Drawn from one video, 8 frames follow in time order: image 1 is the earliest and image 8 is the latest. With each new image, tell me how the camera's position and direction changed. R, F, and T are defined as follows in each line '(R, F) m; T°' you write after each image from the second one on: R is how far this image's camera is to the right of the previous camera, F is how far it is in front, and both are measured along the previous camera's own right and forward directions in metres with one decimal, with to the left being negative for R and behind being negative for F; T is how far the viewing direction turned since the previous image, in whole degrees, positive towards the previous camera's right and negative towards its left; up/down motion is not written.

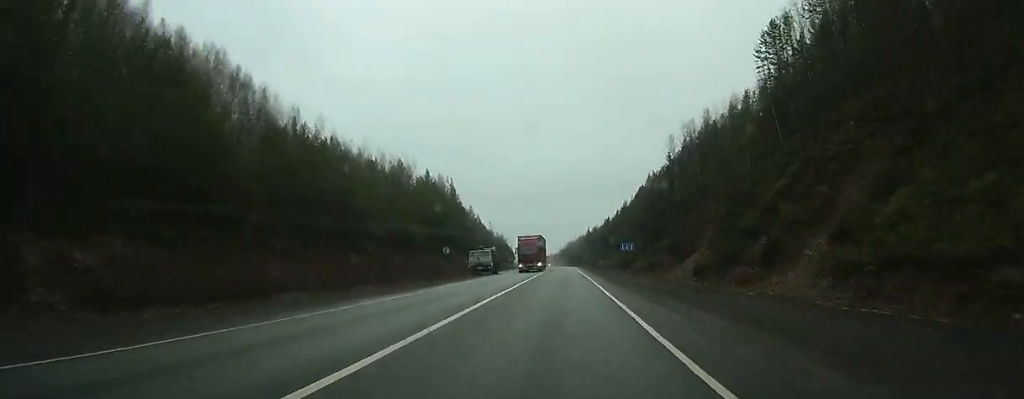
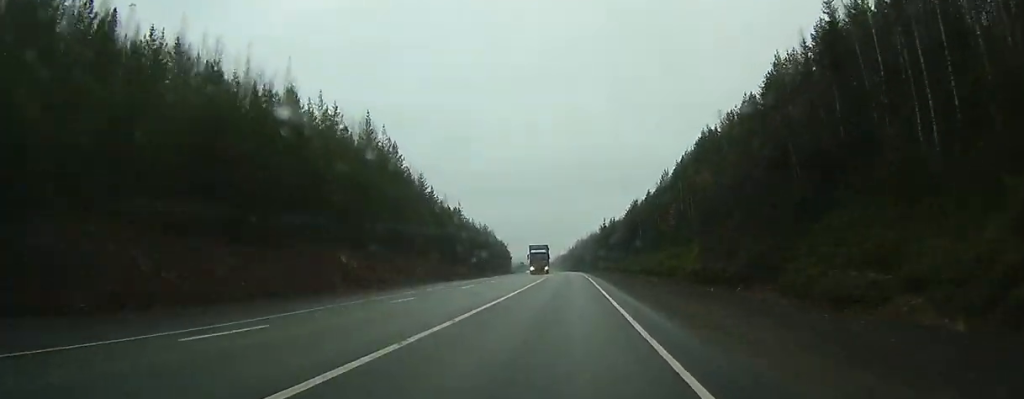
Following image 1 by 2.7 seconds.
(-0.5, +66.9) m; -1°
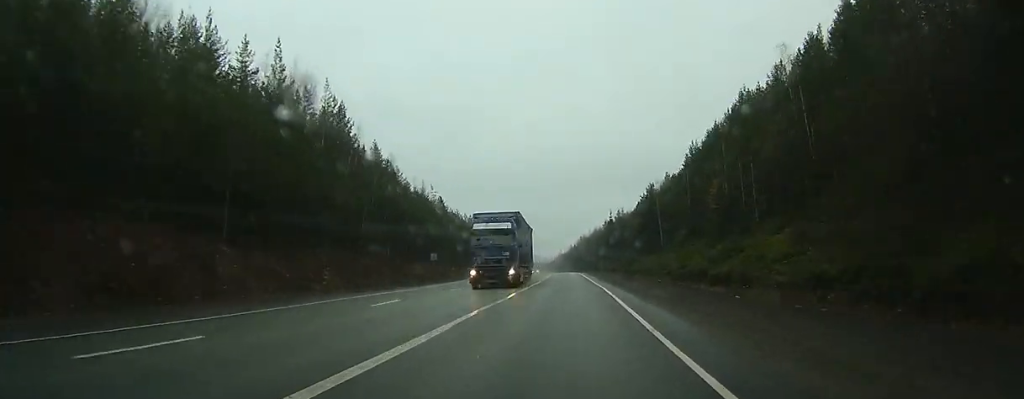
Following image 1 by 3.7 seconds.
(+0.1, +26.7) m; -1°
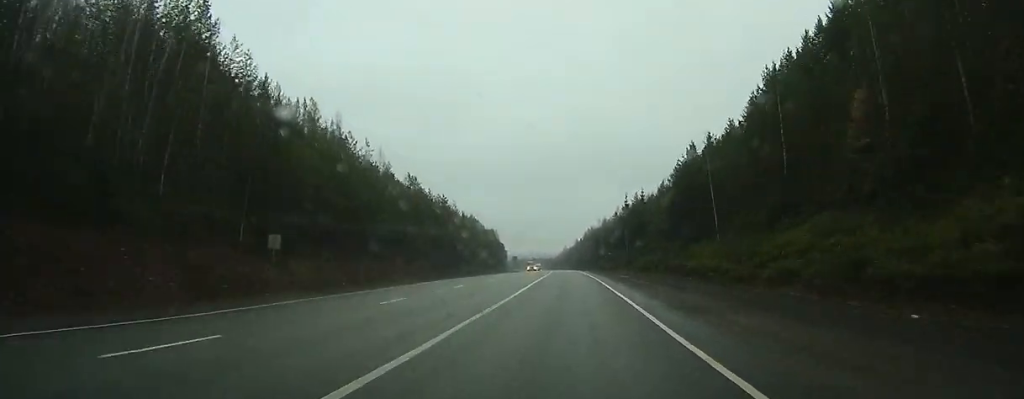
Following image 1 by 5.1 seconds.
(-0.3, +34.9) m; -1°
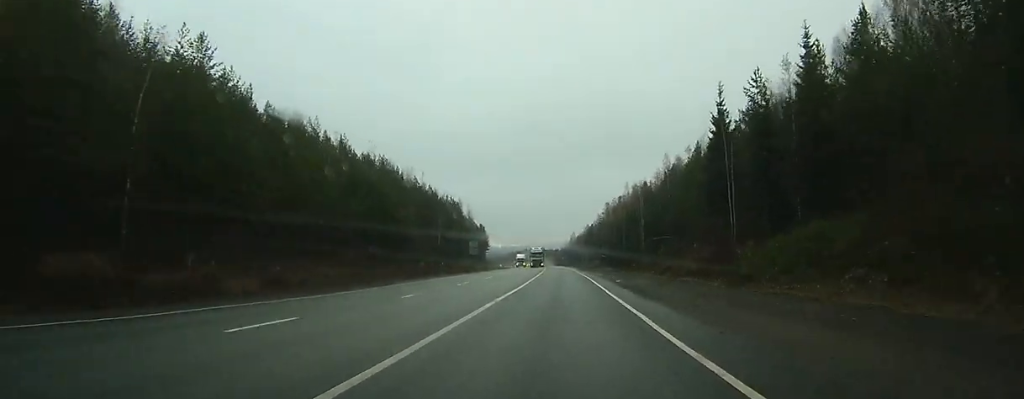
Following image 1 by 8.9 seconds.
(-0.9, +91.7) m; -1°
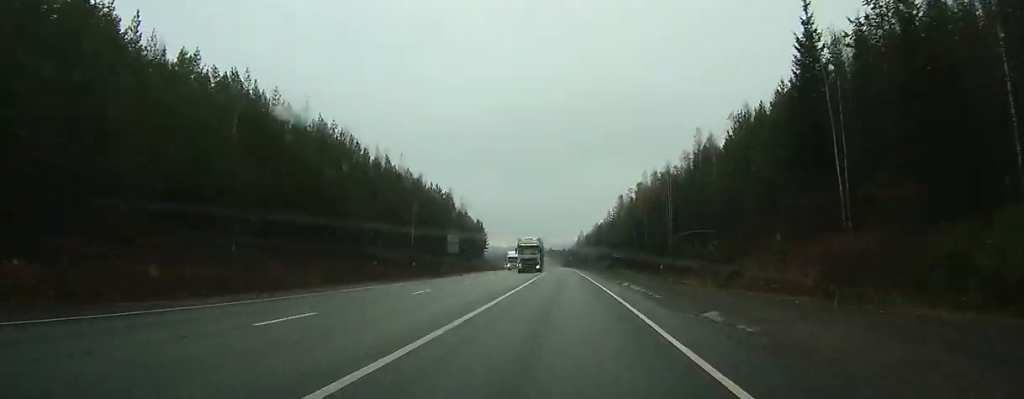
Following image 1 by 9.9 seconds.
(+0.2, +24.1) m; 0°
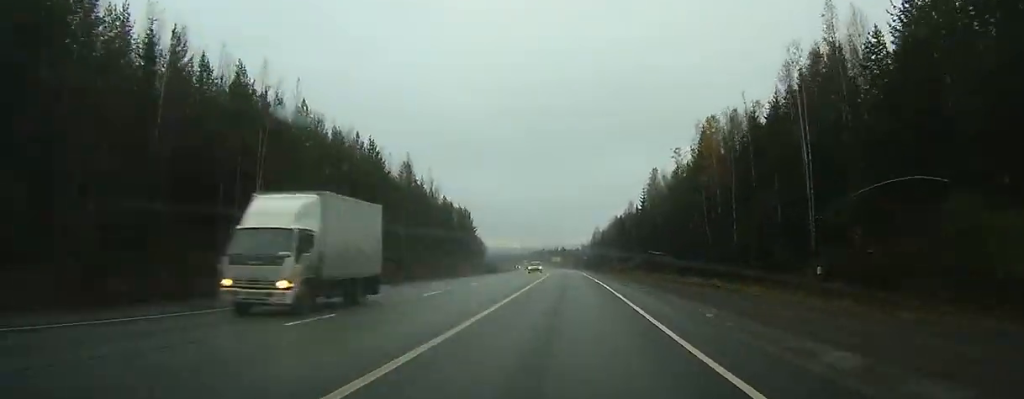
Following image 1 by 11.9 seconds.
(-0.4, +48.1) m; -1°
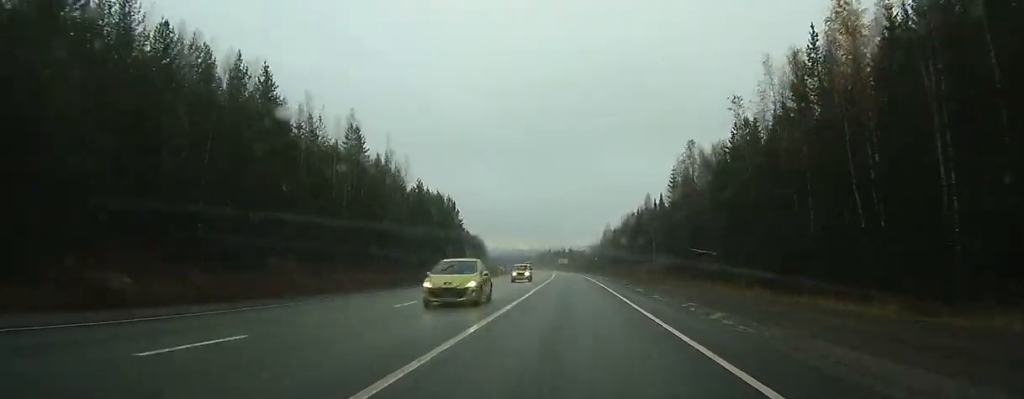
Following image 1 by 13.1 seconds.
(-0.1, +29.2) m; 0°
